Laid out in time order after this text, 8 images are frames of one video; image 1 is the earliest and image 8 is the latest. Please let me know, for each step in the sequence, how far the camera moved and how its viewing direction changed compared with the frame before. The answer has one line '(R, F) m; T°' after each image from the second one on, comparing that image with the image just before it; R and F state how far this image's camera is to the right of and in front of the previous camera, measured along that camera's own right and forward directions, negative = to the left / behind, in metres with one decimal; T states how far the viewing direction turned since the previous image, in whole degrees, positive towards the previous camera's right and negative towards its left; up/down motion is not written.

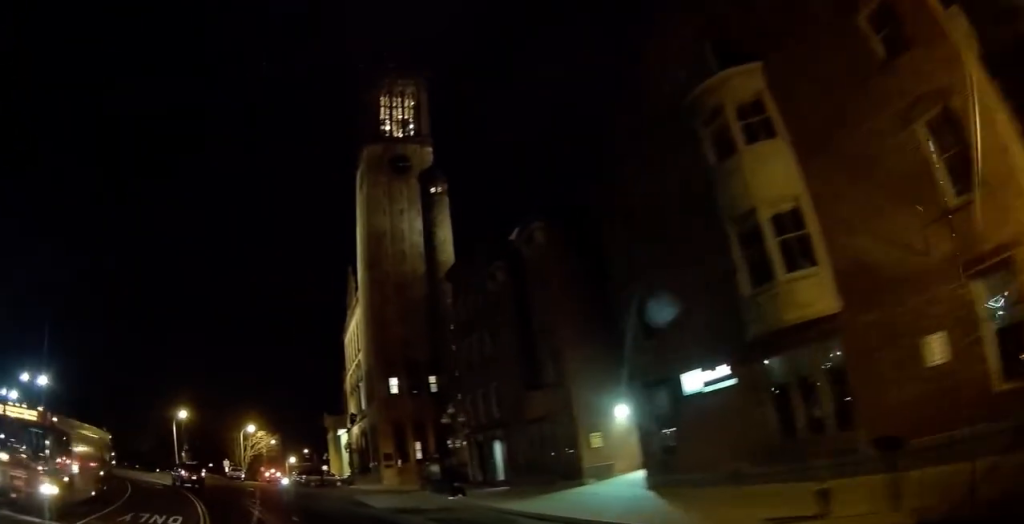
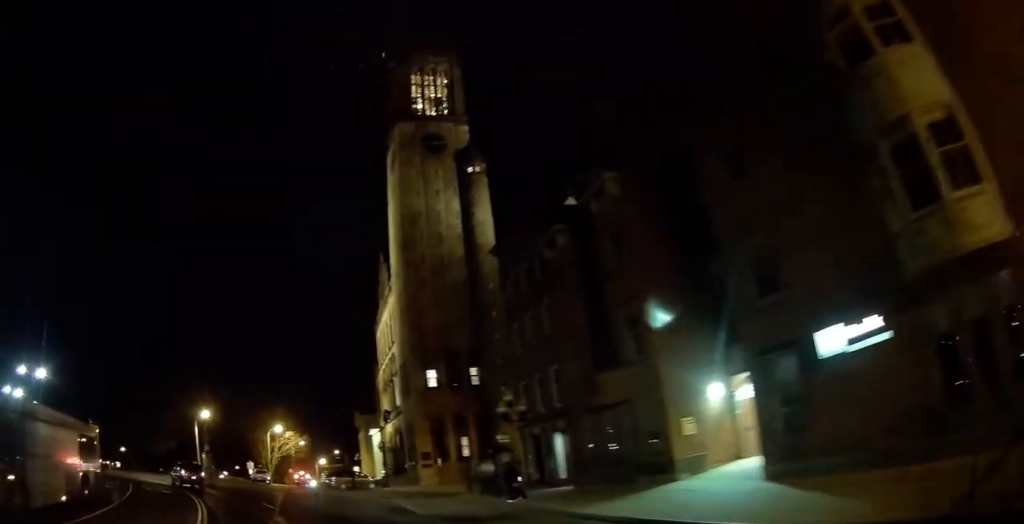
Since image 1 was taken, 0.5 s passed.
(+0.1, +5.3) m; -2°
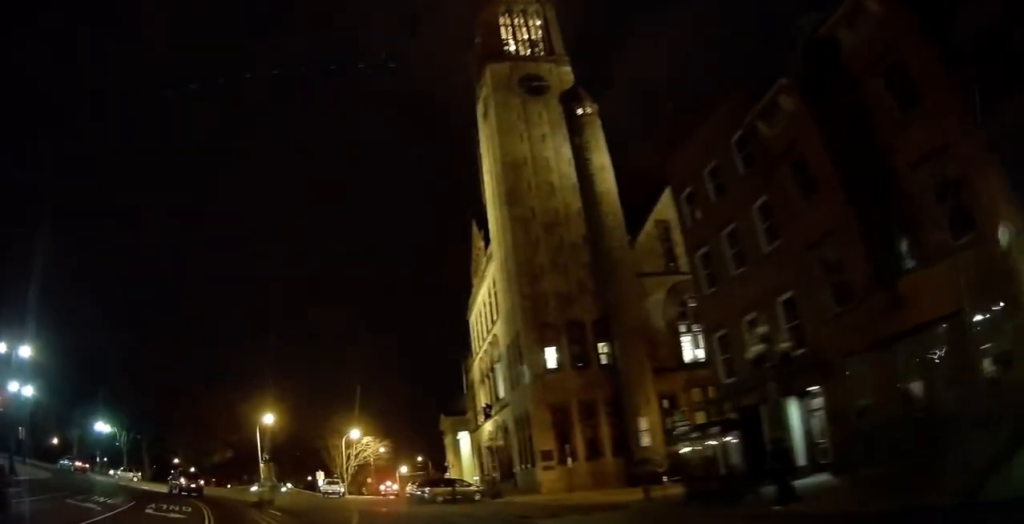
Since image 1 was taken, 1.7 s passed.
(-1.0, +12.4) m; -7°
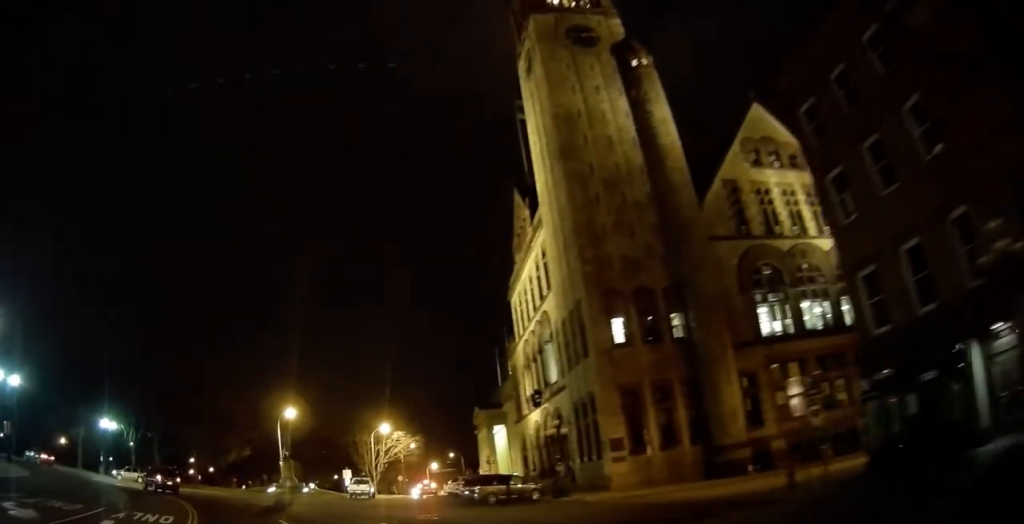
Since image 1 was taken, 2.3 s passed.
(-0.1, +7.0) m; -3°
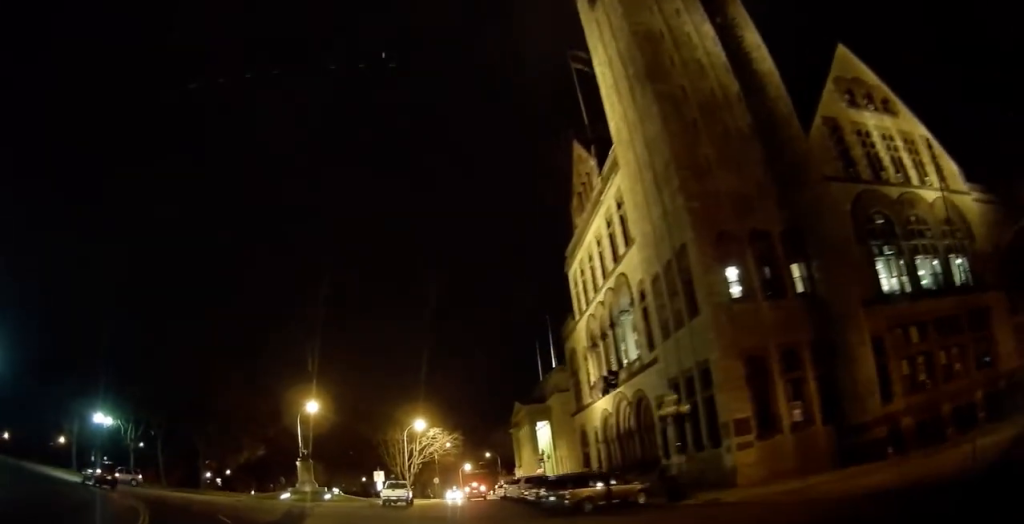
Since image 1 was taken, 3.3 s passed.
(-0.5, +10.0) m; -4°
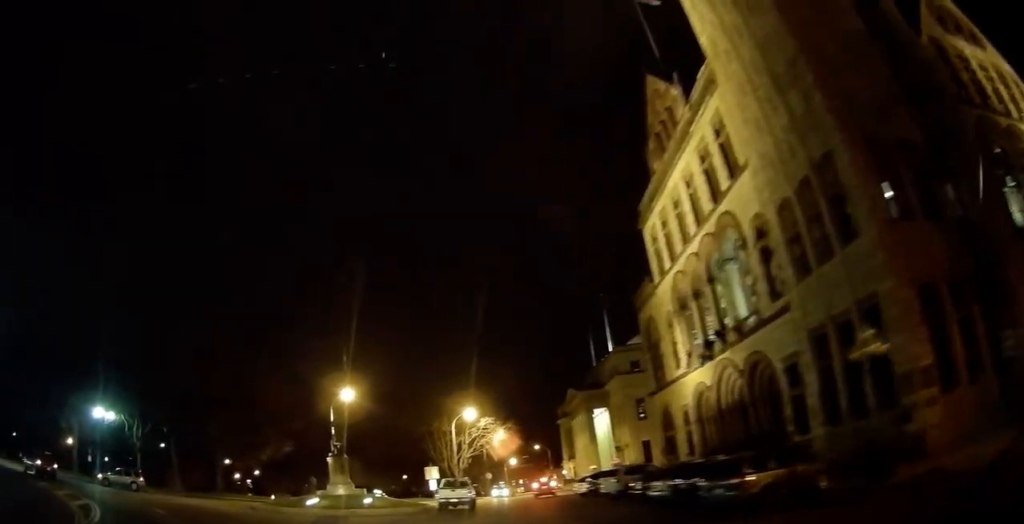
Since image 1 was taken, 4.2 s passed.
(-0.2, +9.3) m; -4°
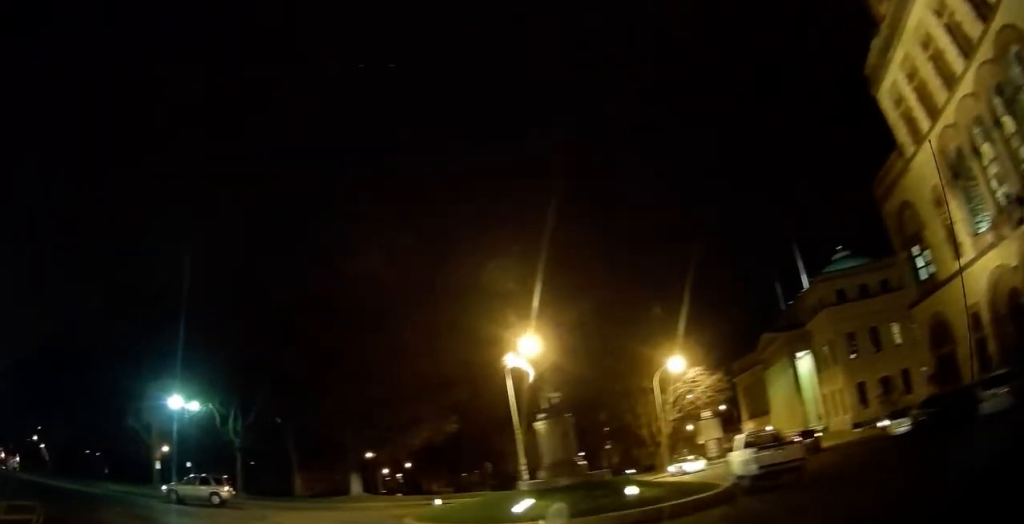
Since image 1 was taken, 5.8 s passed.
(-1.8, +16.0) m; -17°
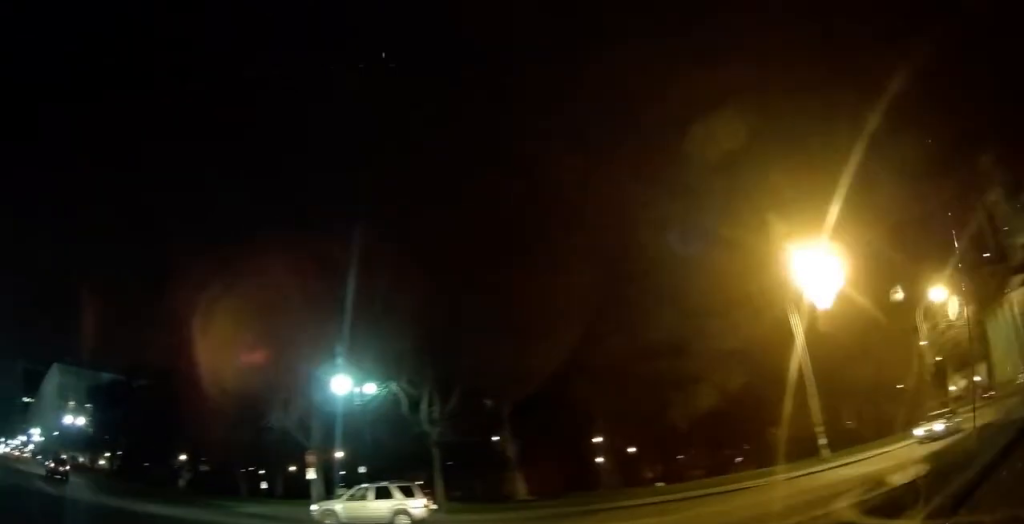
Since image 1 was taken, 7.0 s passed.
(-2.0, +12.3) m; -18°
